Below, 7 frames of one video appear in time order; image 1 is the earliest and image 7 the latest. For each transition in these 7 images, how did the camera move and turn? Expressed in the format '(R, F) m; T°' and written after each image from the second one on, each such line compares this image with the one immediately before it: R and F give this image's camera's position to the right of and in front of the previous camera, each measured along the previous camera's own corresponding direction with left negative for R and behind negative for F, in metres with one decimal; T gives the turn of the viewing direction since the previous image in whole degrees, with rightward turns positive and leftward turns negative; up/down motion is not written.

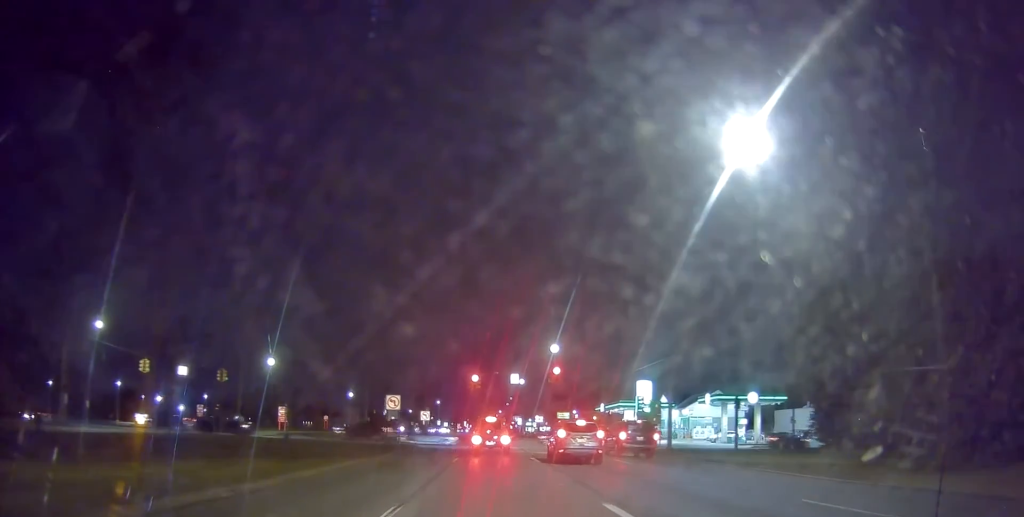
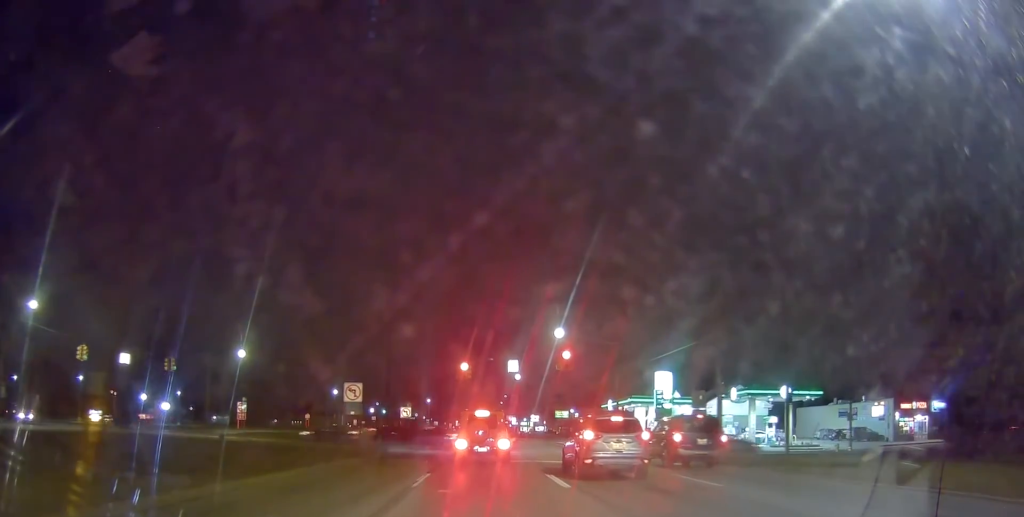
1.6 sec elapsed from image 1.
(0.0, +10.6) m; 0°
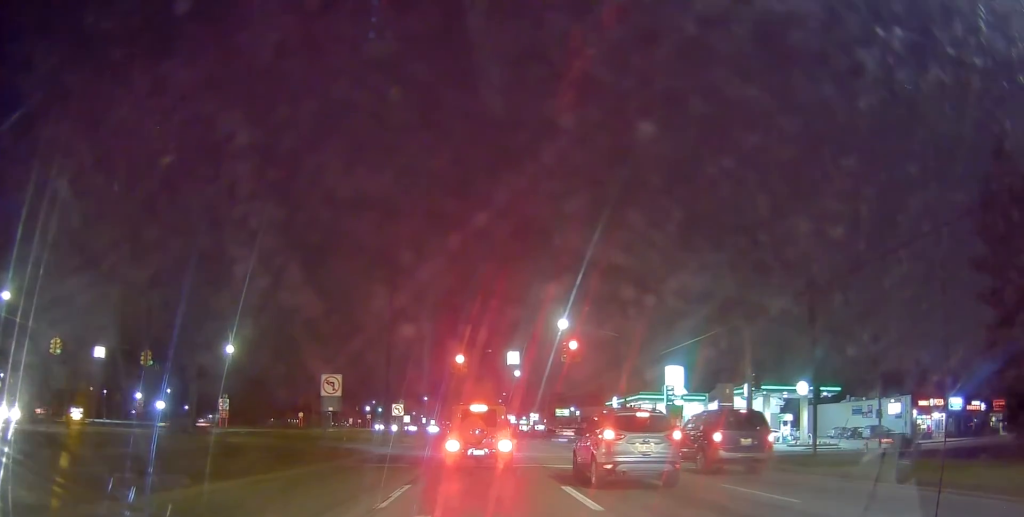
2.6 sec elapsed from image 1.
(0.0, +4.6) m; 0°
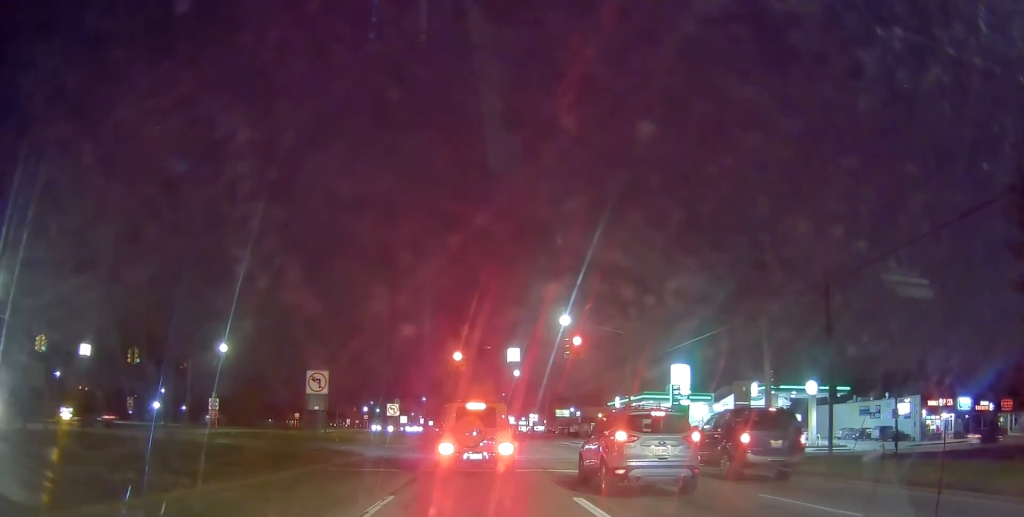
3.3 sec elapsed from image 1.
(0.0, +2.5) m; 0°
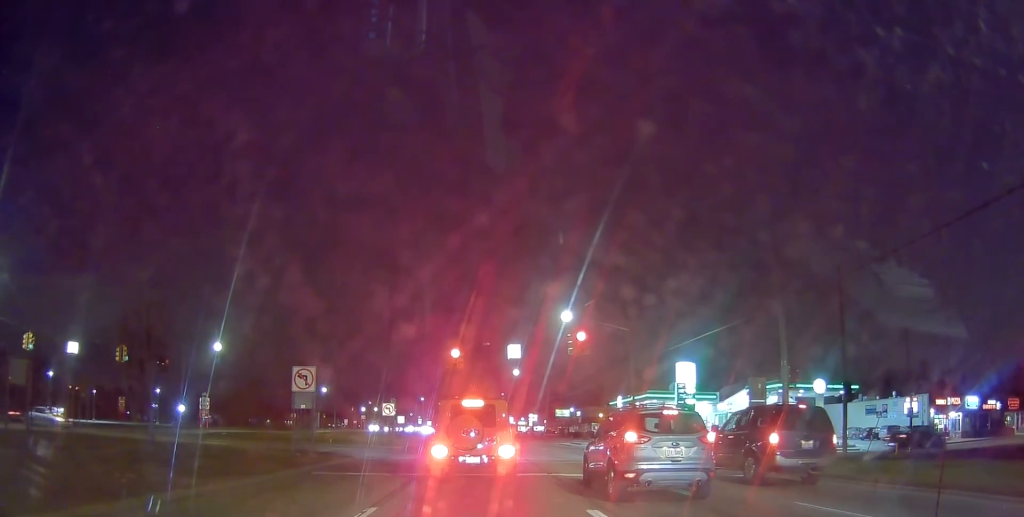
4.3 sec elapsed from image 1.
(0.0, +2.8) m; 0°
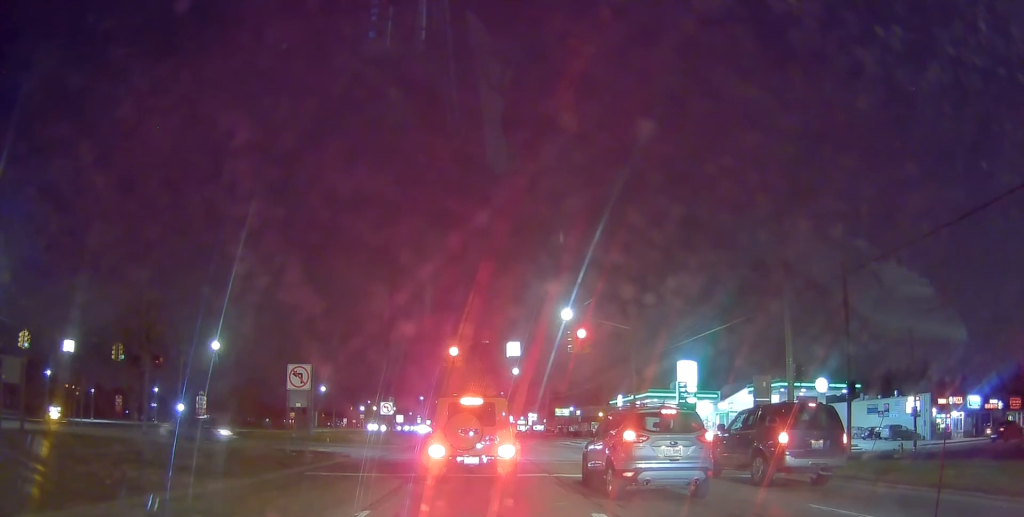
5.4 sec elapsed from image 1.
(0.0, +2.2) m; 0°
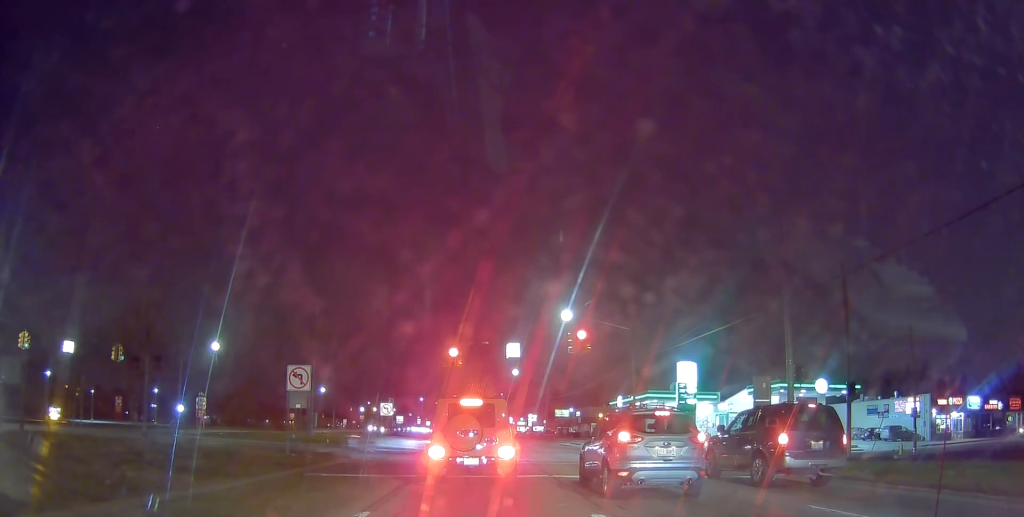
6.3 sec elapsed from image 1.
(0.0, +0.5) m; 0°
